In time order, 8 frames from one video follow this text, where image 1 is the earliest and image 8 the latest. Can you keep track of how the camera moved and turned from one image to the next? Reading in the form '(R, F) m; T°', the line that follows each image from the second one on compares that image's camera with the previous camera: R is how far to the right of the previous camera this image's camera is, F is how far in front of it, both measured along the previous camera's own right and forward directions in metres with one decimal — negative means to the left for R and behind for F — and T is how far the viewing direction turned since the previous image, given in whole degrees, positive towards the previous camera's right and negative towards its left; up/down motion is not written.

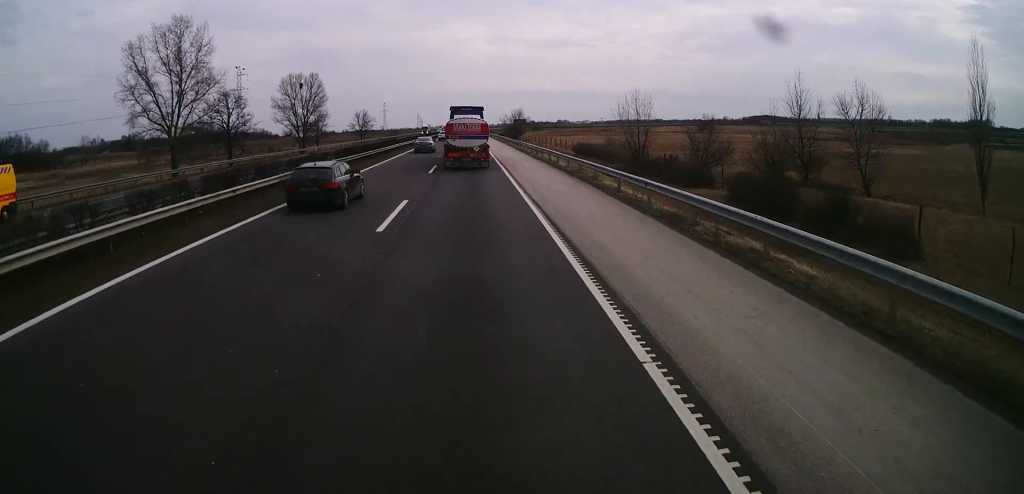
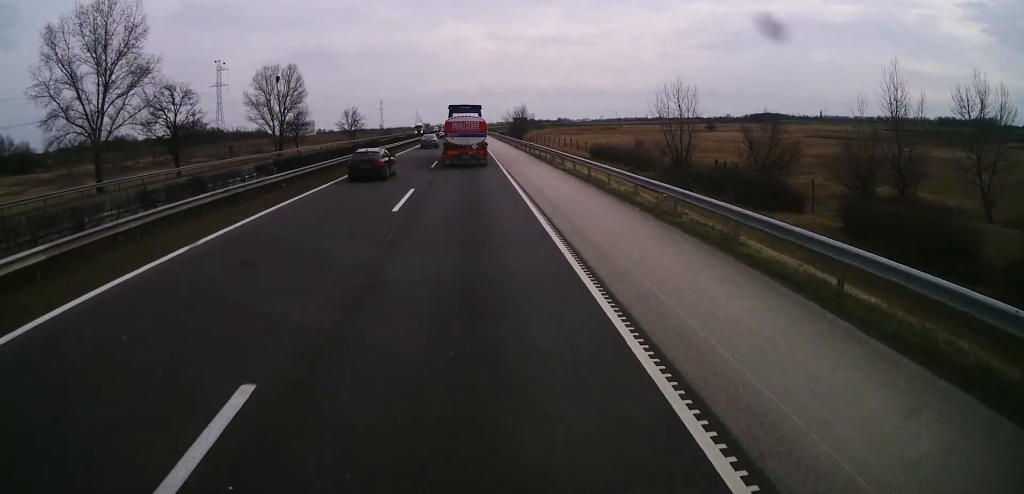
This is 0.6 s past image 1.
(0.0, +13.0) m; 0°
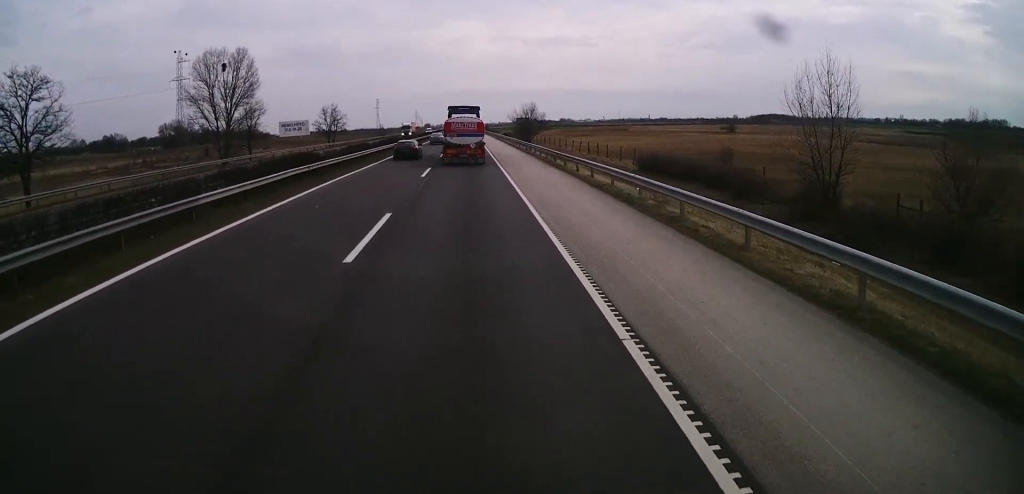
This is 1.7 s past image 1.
(+0.1, +24.4) m; +1°
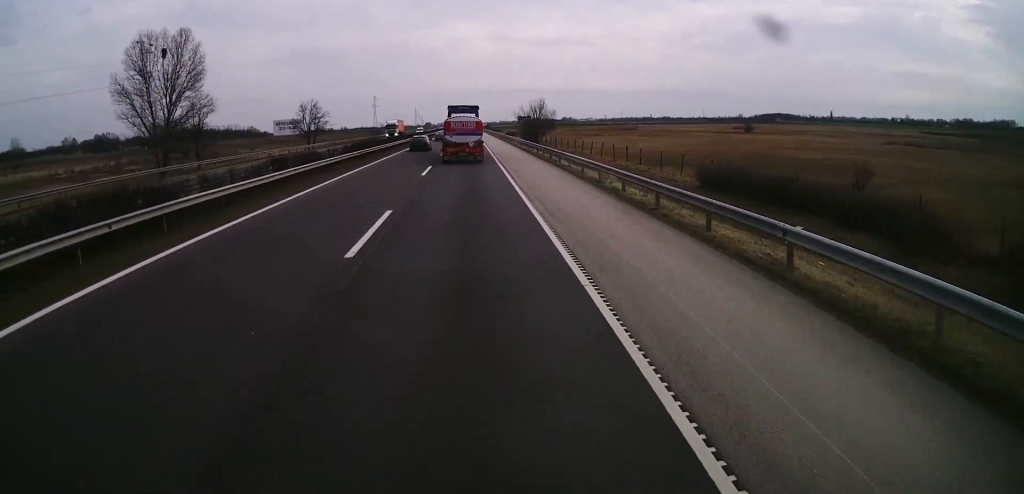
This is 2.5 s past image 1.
(+0.1, +19.0) m; 0°
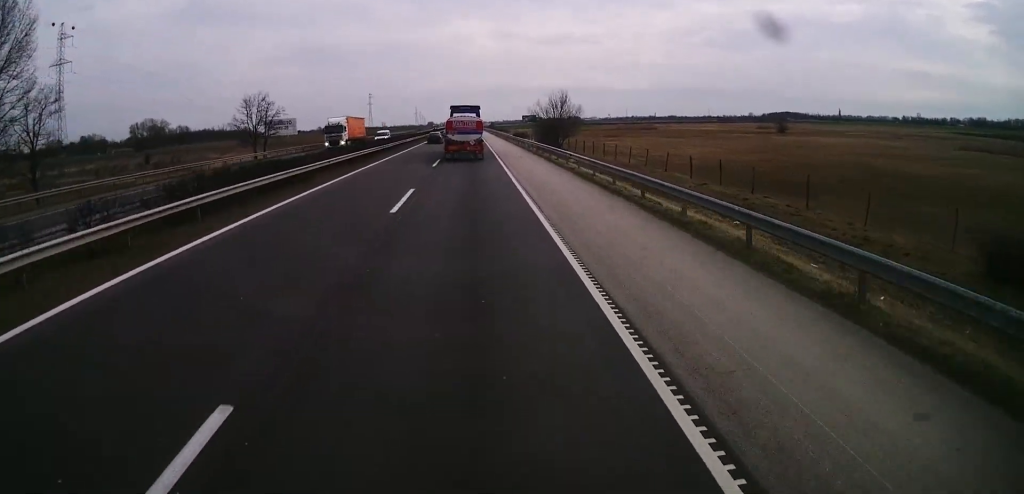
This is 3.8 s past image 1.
(-0.2, +35.5) m; -1°
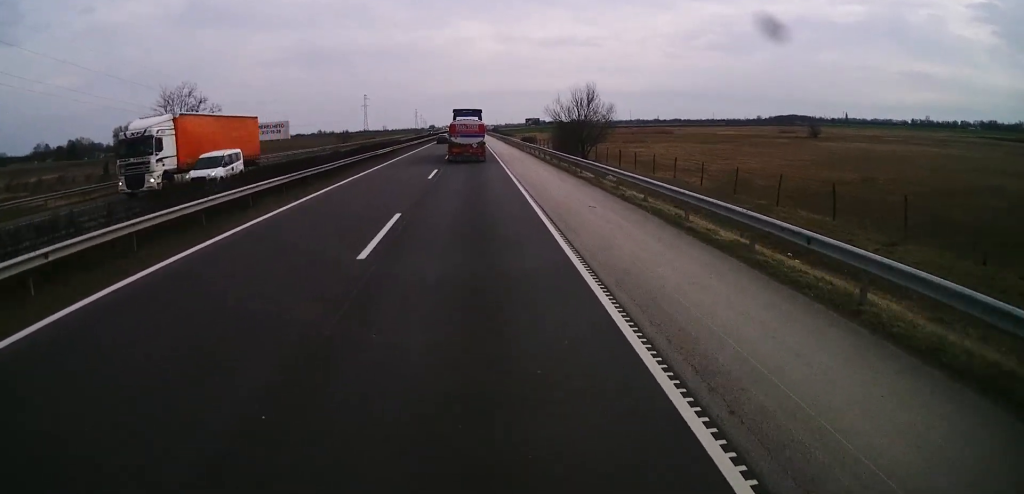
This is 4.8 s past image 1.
(-0.2, +26.4) m; 0°
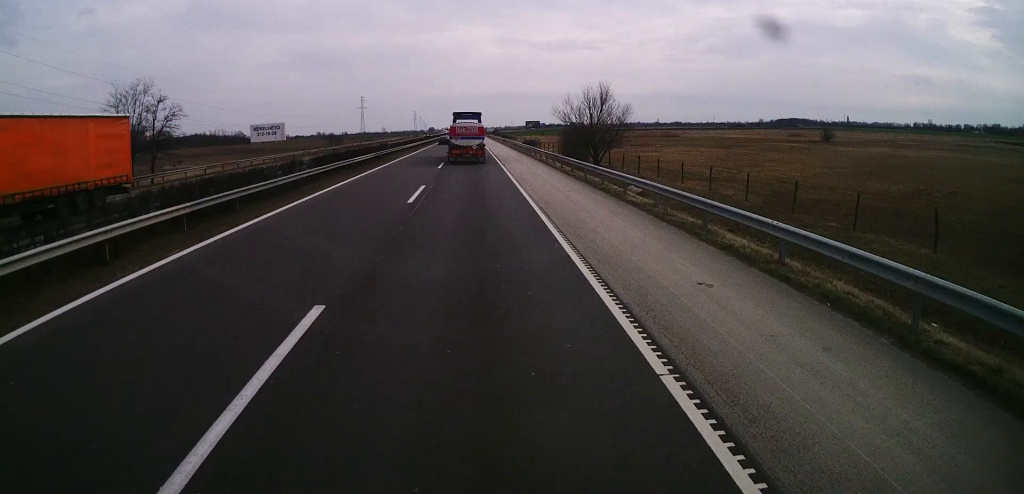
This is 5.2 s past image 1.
(-0.1, +9.9) m; 0°
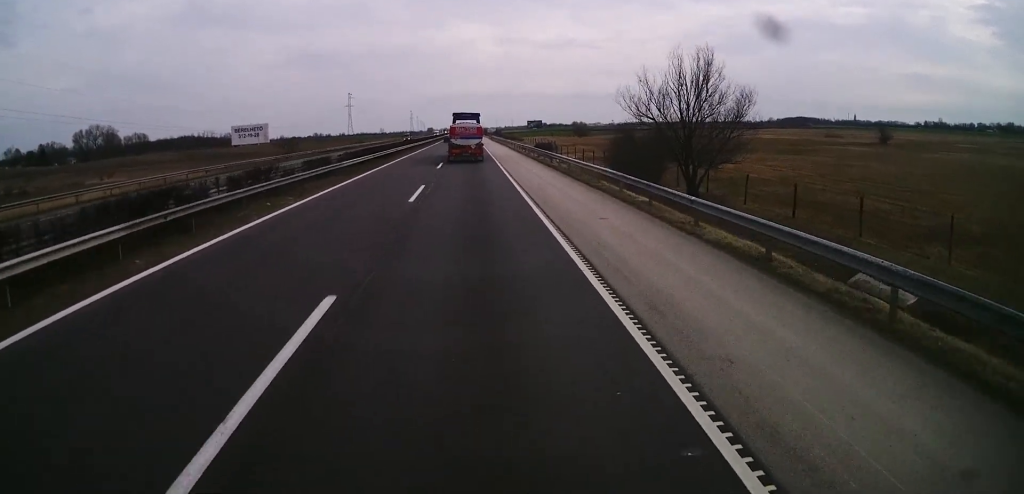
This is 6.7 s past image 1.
(+0.2, +36.9) m; 0°
